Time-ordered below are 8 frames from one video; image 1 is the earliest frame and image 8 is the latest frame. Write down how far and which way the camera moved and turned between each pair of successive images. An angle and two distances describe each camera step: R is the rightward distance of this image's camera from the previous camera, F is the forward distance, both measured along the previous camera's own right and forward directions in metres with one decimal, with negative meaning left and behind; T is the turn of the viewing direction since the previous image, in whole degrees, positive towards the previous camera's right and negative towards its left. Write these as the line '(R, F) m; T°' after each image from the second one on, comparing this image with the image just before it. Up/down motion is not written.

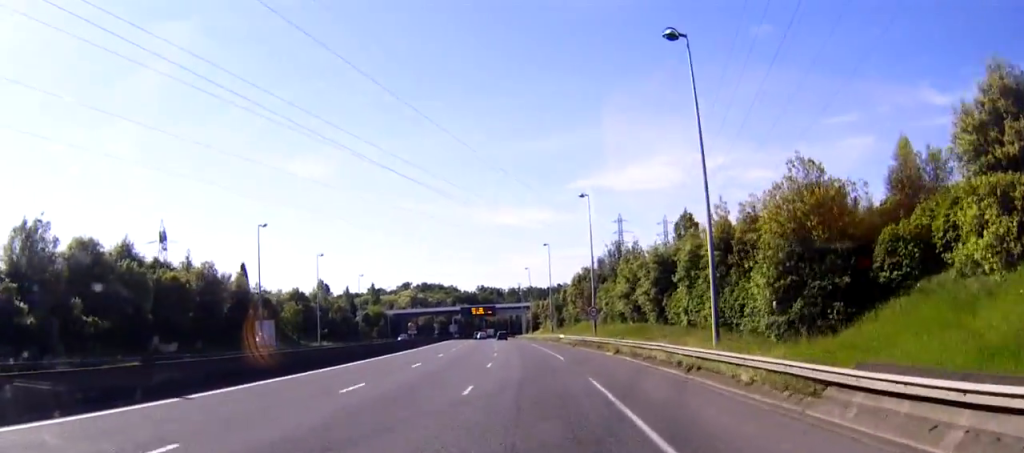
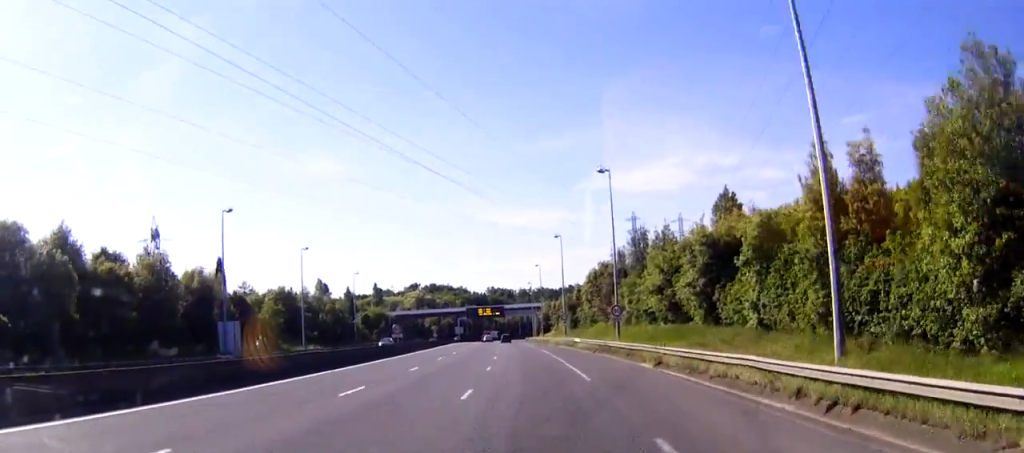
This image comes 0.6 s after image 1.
(-0.1, +13.5) m; -1°
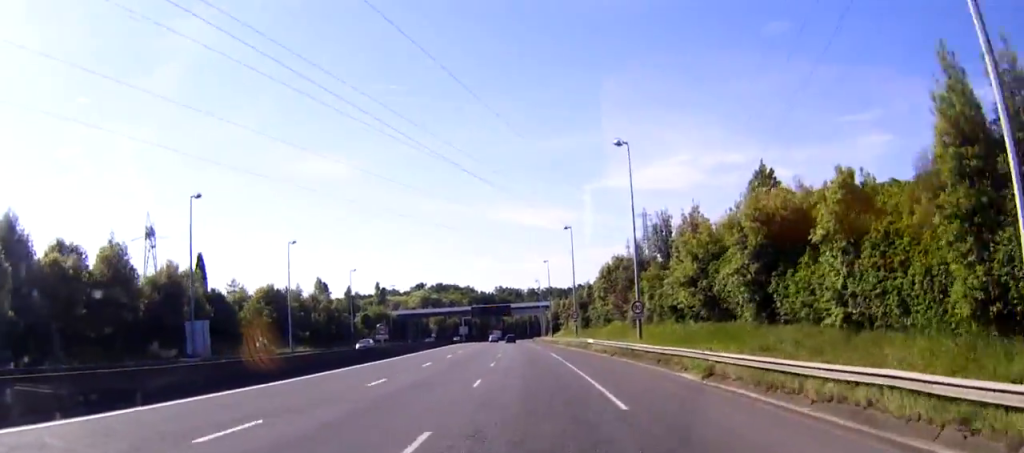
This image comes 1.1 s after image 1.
(-0.1, +9.2) m; -1°
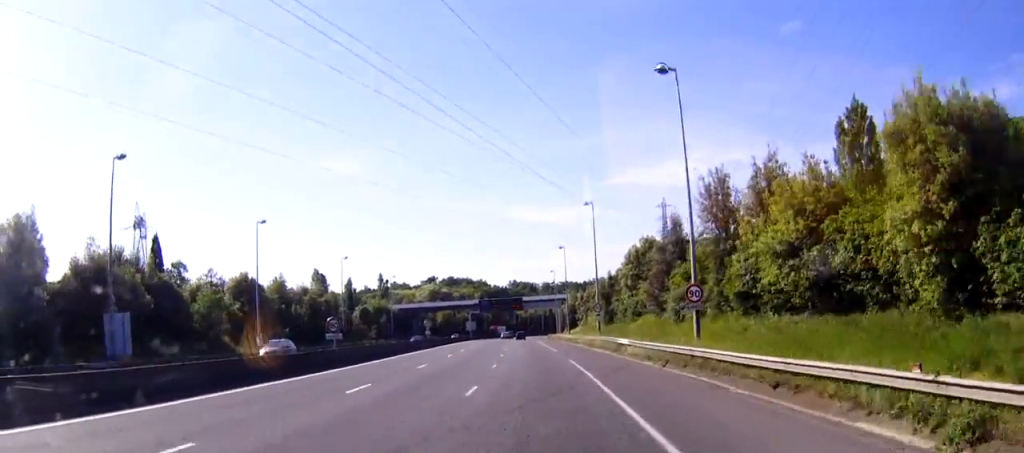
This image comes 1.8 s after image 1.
(-0.1, +16.3) m; -1°
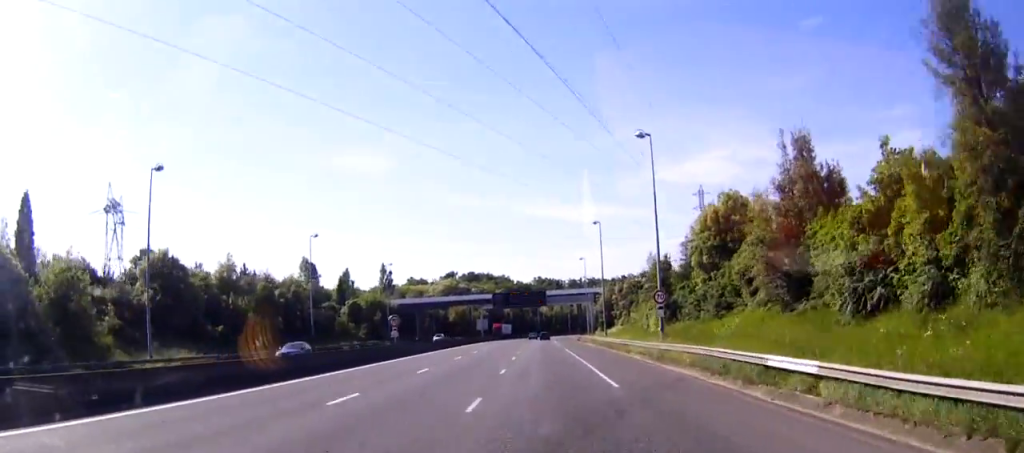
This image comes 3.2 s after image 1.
(-0.5, +29.9) m; -2°
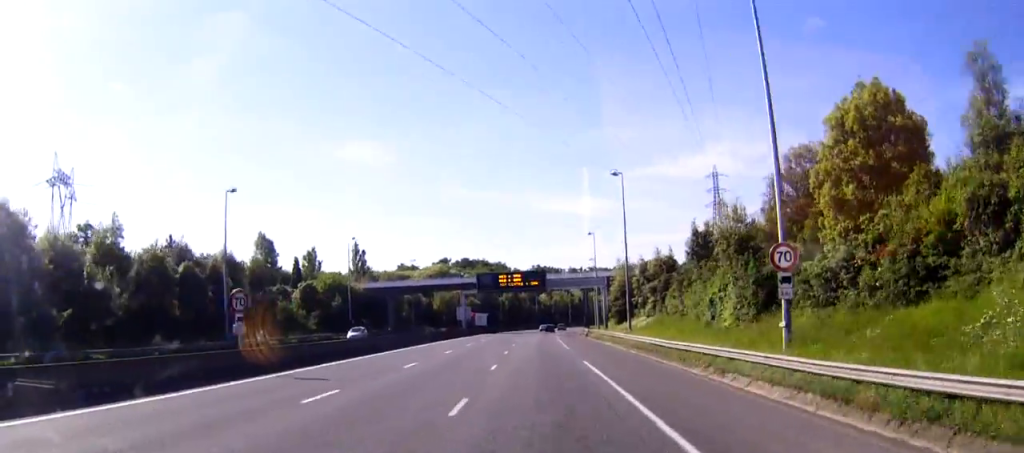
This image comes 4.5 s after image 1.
(-0.1, +27.8) m; 0°
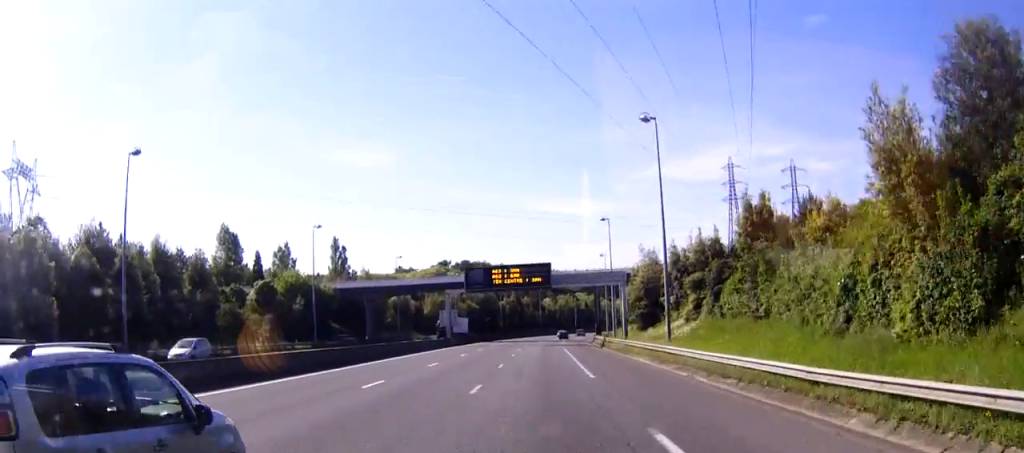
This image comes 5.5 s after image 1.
(0.0, +19.9) m; 0°
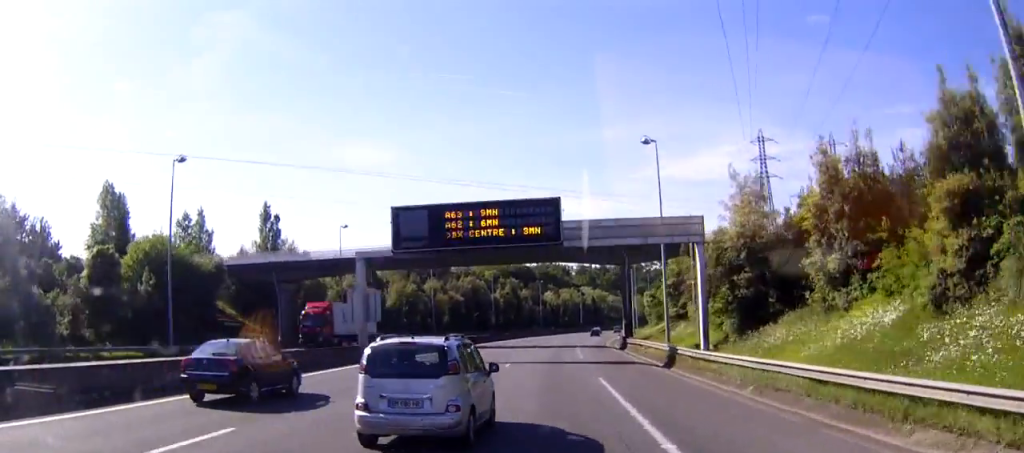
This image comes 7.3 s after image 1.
(0.0, +39.5) m; 0°
